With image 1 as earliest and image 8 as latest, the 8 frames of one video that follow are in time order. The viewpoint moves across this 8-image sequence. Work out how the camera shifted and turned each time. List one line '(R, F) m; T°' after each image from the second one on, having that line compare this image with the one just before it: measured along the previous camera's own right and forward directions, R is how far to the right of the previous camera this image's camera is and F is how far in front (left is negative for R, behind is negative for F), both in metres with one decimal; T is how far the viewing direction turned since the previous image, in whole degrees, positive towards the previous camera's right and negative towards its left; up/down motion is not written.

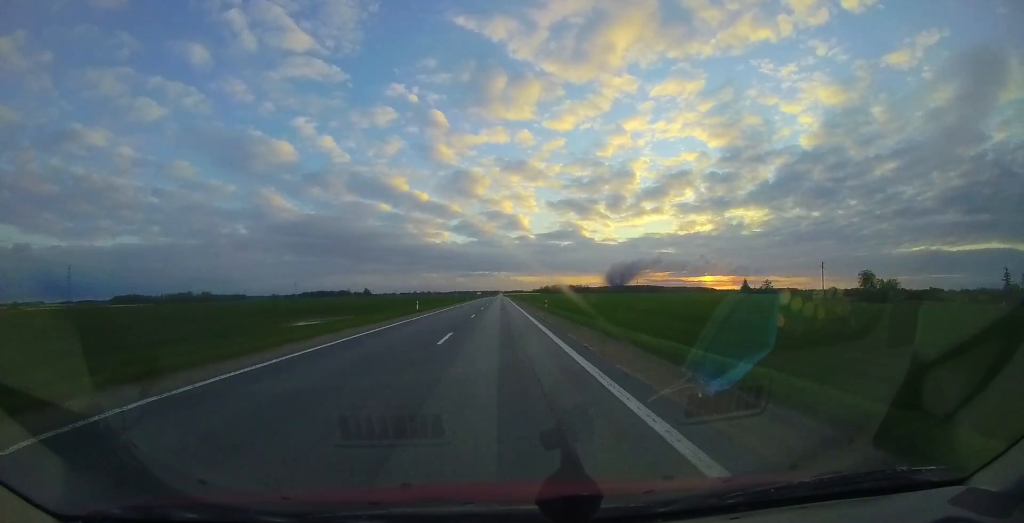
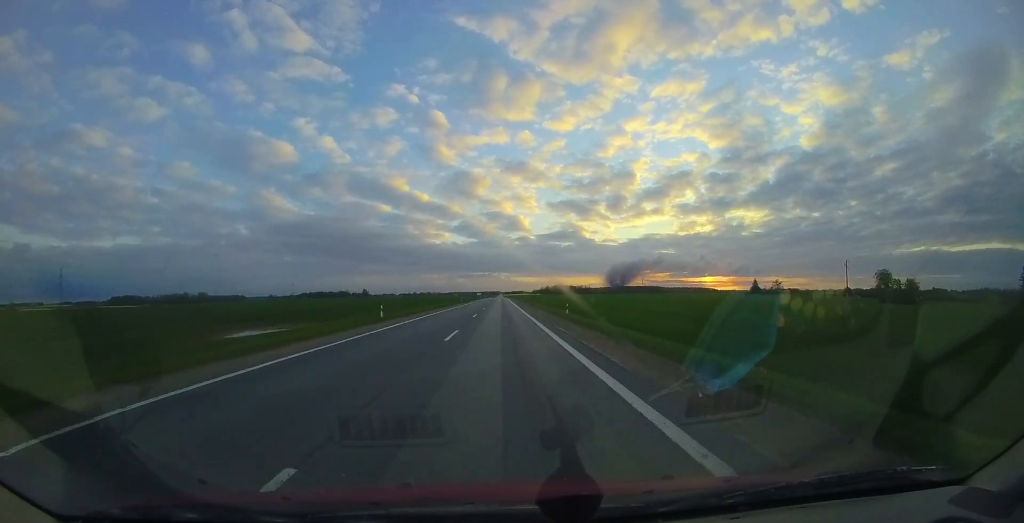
(0.0, +10.8) m; 0°
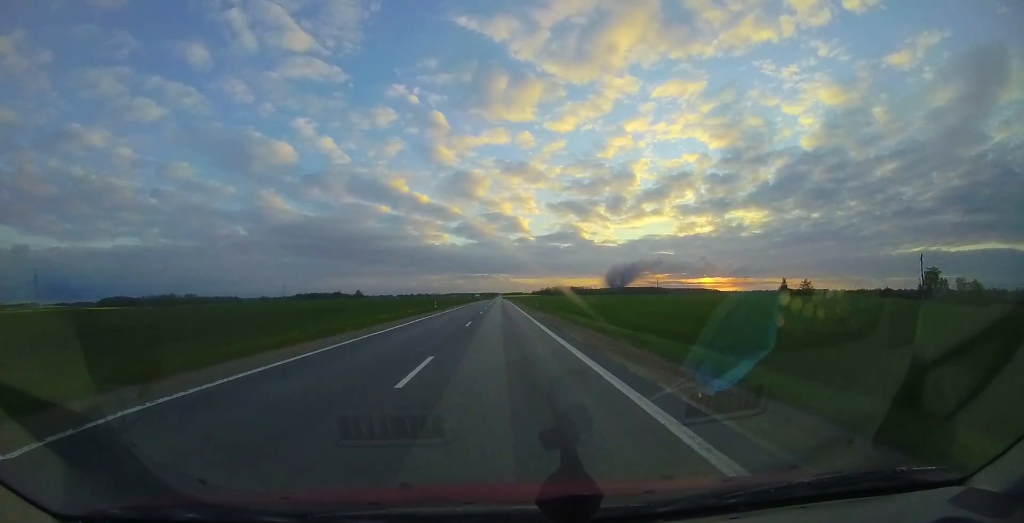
(-0.2, +29.5) m; 0°
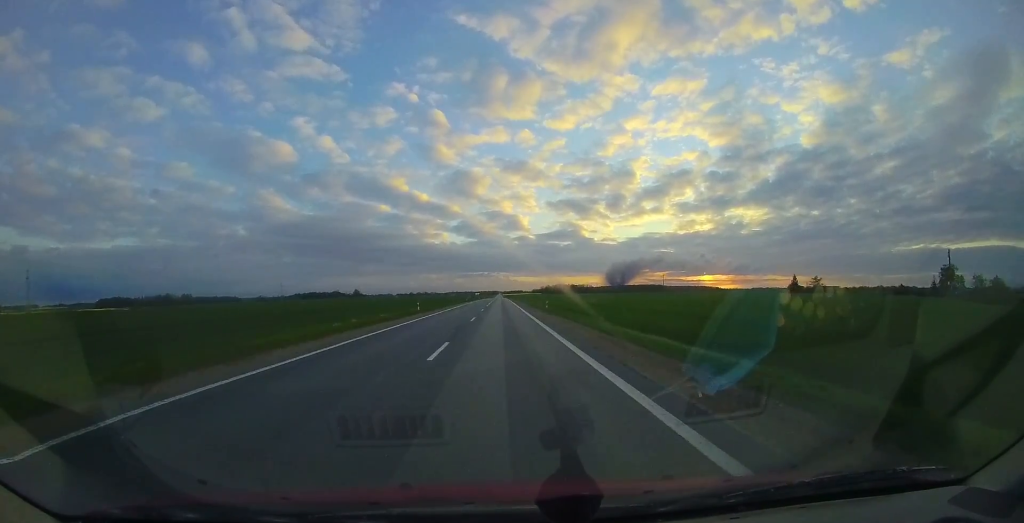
(-0.1, +9.3) m; 0°
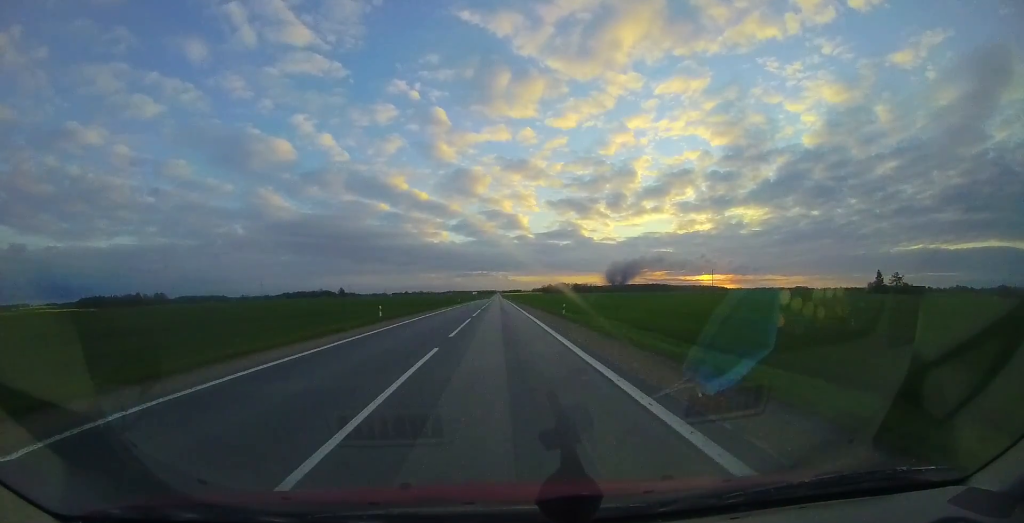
(-0.2, +61.0) m; 0°
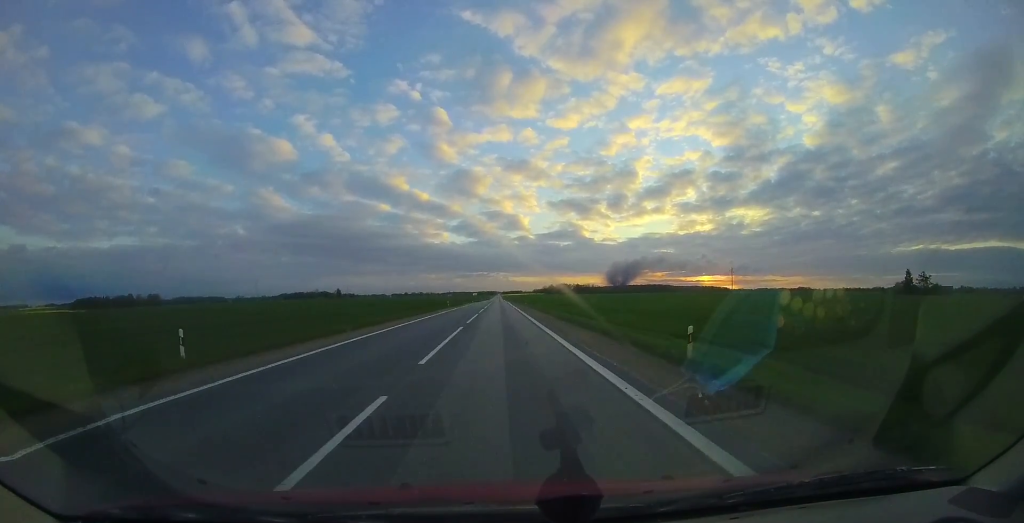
(0.0, +16.4) m; 0°
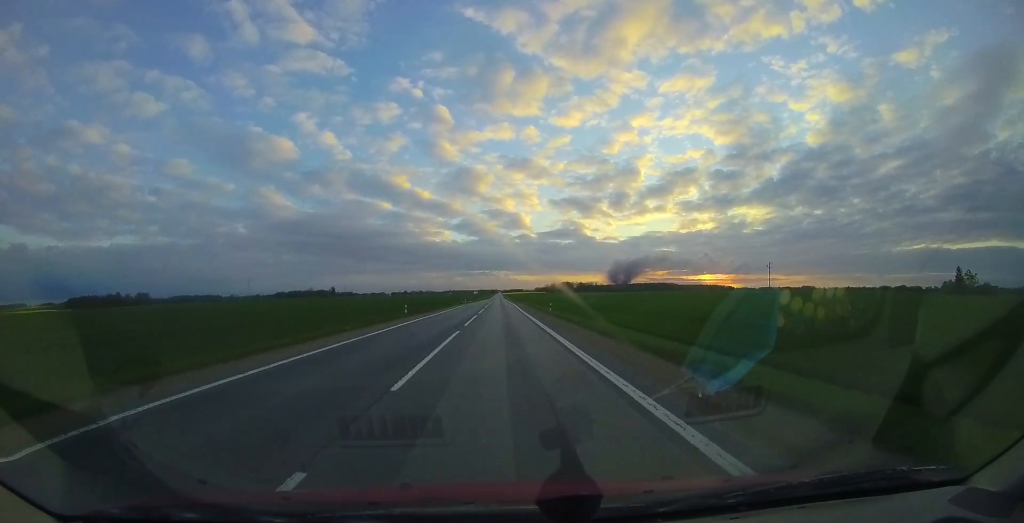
(+0.1, +25.8) m; 0°
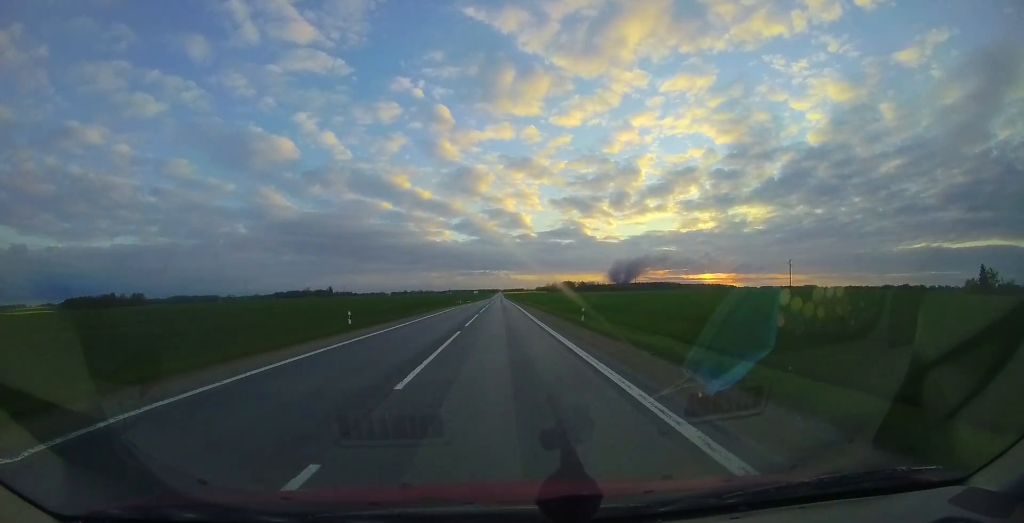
(-0.1, +11.8) m; 0°
